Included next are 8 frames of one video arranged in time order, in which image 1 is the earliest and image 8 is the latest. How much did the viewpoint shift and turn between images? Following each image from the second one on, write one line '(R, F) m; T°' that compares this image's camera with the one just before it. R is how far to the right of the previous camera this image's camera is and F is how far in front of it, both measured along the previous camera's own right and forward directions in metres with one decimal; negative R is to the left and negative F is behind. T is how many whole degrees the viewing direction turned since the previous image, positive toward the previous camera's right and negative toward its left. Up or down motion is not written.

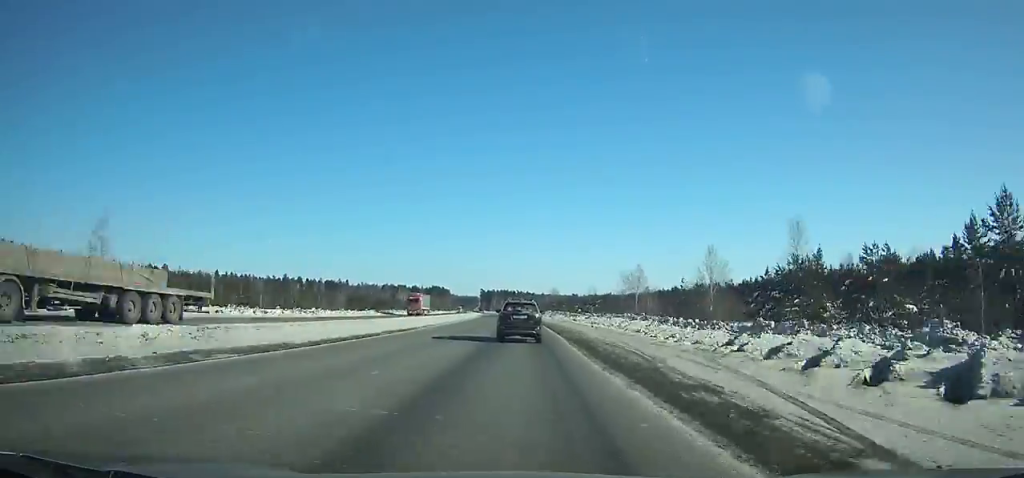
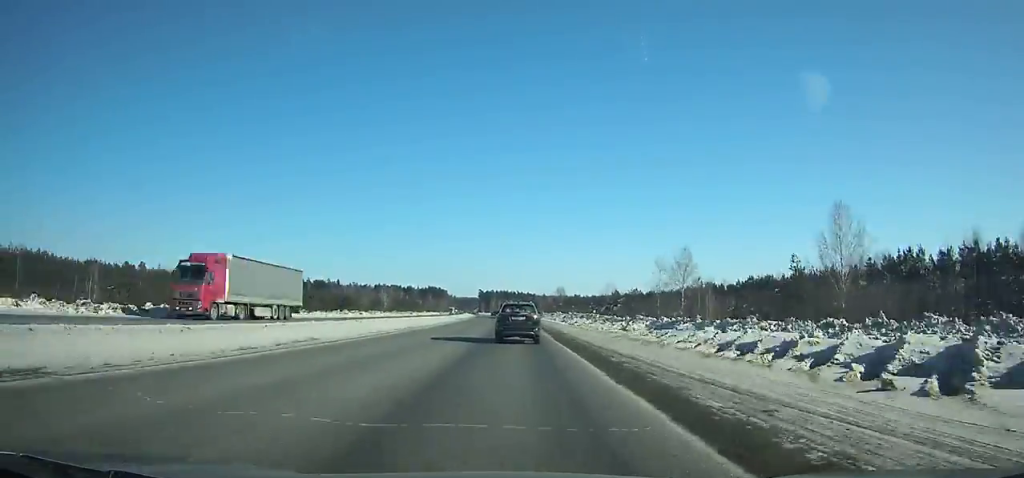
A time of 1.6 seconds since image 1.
(0.0, +37.3) m; -1°
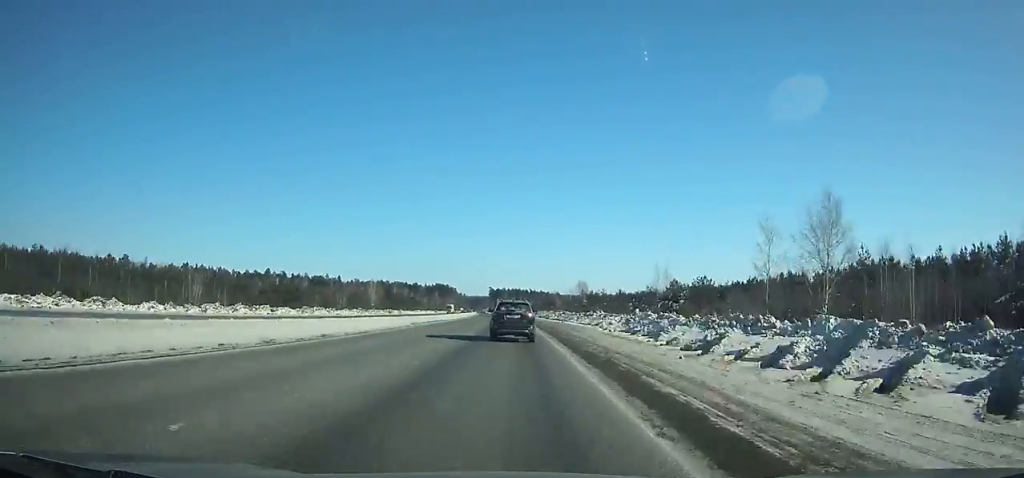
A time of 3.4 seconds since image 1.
(-0.4, +41.8) m; -1°
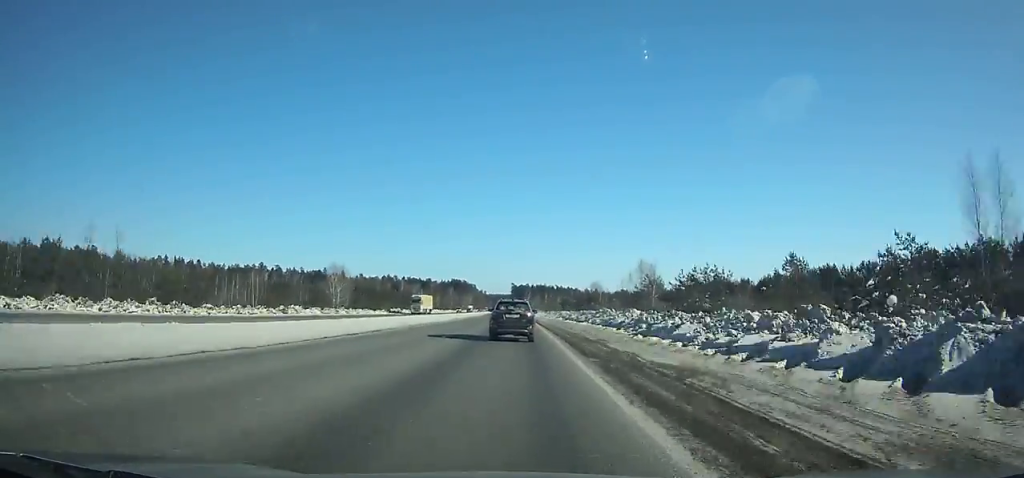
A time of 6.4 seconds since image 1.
(-1.1, +69.5) m; -2°
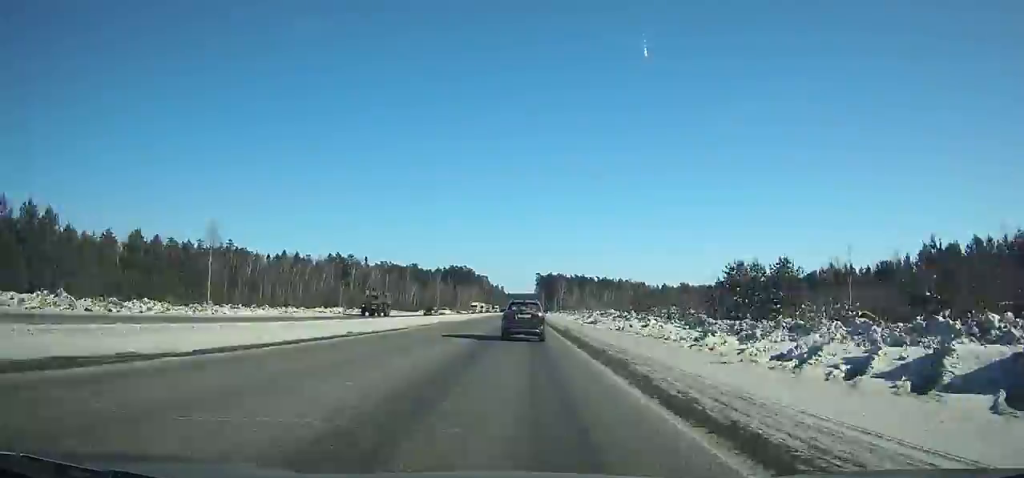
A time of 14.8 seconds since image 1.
(-6.7, +193.9) m; -3°
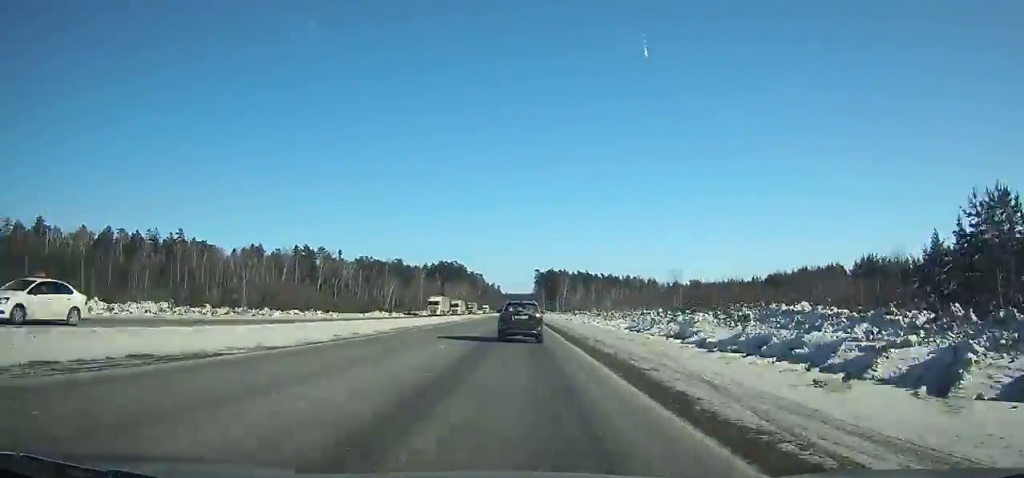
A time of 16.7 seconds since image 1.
(-0.1, +43.8) m; 0°
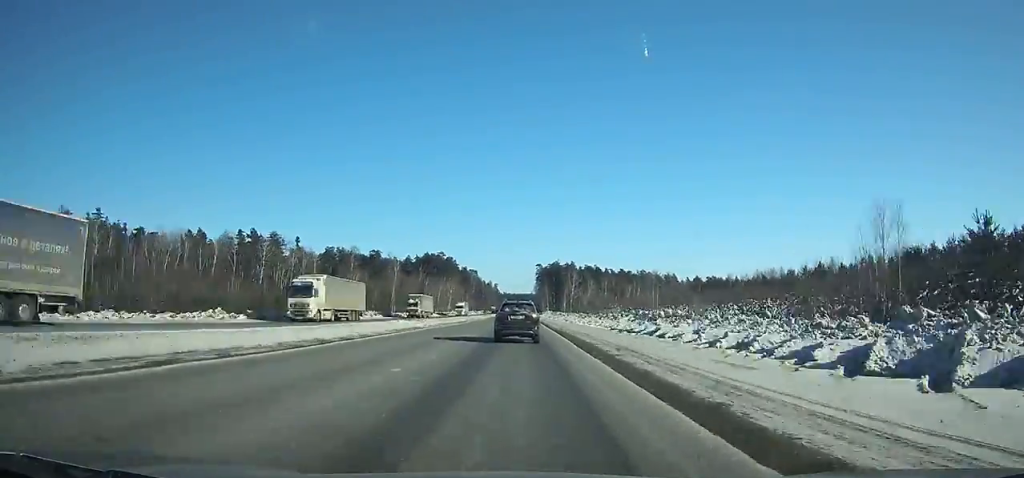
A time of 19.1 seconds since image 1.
(+0.3, +55.2) m; 0°
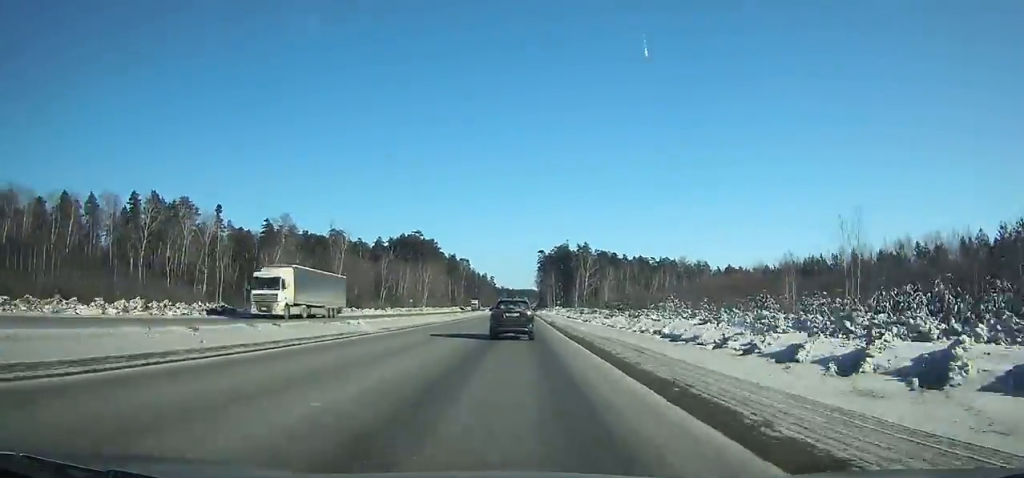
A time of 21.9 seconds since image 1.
(-0.2, +64.1) m; 0°
